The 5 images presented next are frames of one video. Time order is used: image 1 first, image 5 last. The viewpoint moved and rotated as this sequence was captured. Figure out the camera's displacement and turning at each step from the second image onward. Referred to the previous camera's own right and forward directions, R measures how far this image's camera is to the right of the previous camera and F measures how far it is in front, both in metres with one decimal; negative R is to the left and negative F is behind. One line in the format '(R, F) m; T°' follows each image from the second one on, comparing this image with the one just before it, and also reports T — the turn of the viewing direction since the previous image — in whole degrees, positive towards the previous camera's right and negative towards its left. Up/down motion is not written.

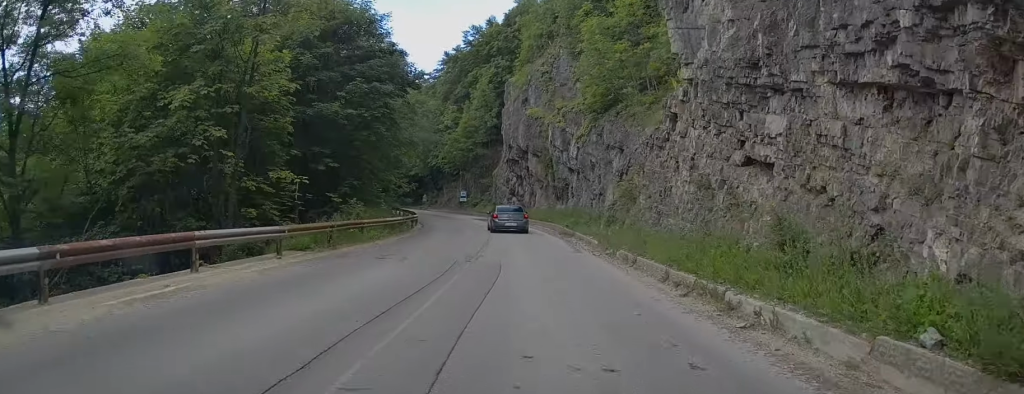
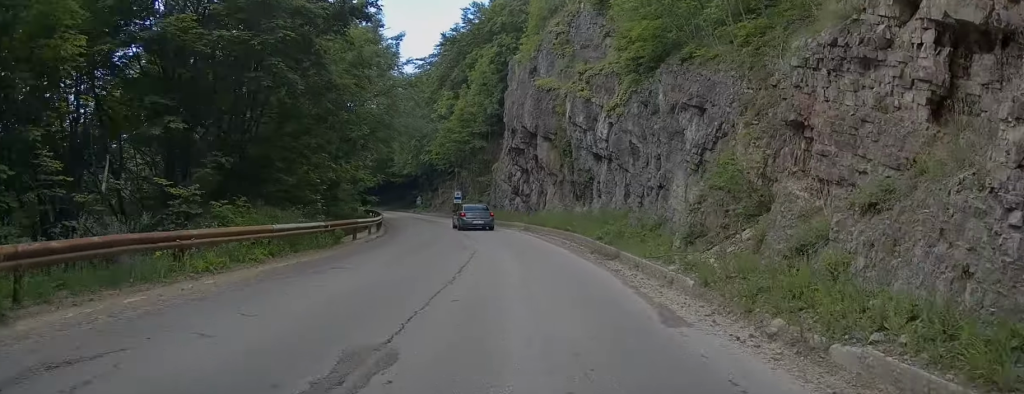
(-0.1, +12.4) m; 0°
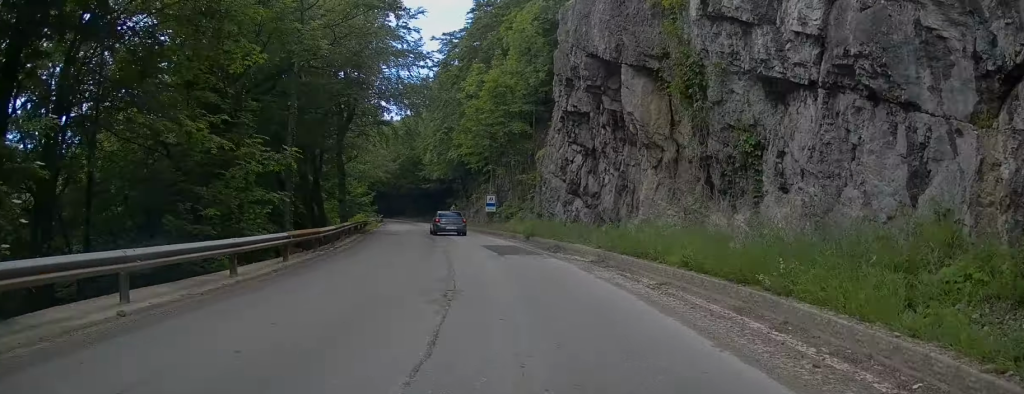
(-0.2, +17.9) m; -5°
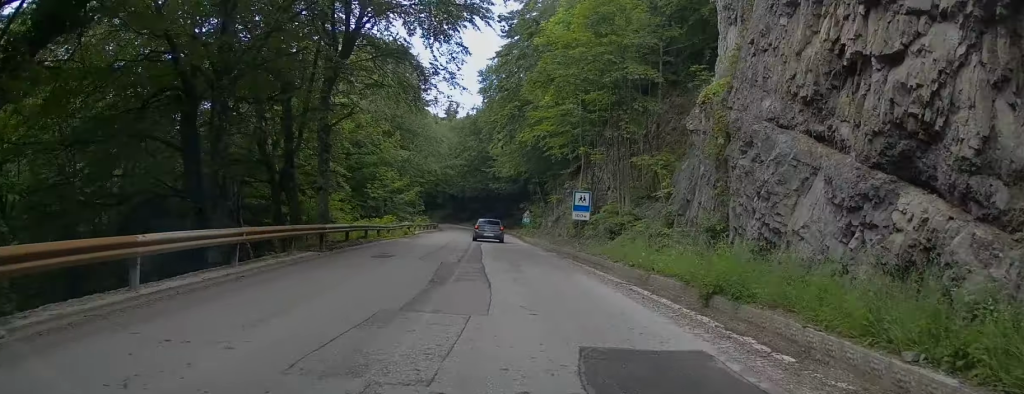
(-1.7, +18.5) m; -8°
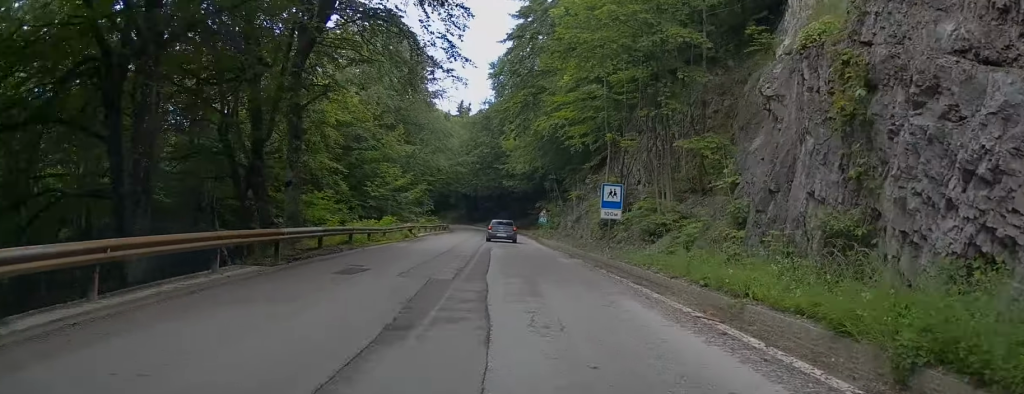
(-0.1, +4.7) m; -1°
